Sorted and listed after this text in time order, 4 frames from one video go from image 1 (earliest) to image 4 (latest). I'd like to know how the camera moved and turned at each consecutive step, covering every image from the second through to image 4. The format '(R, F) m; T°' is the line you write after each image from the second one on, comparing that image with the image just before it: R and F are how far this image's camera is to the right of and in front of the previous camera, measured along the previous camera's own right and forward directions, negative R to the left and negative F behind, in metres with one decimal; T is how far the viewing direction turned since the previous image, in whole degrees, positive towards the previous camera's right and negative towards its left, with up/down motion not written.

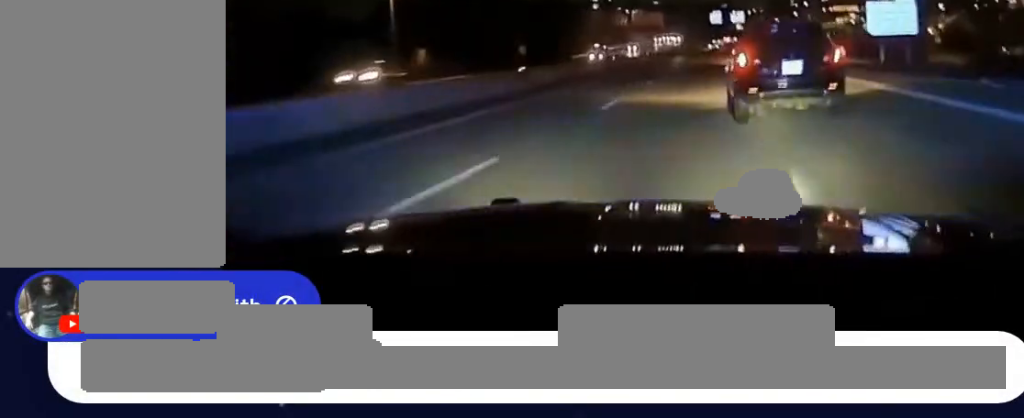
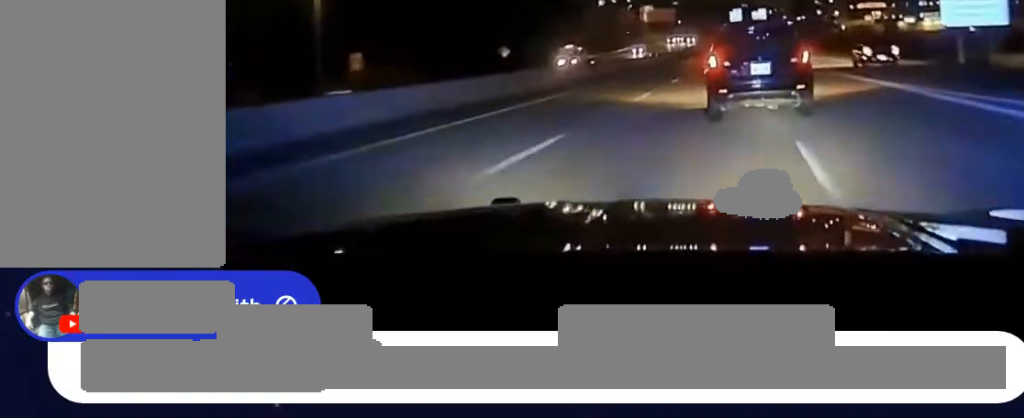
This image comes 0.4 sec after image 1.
(-1.0, +21.7) m; -1°
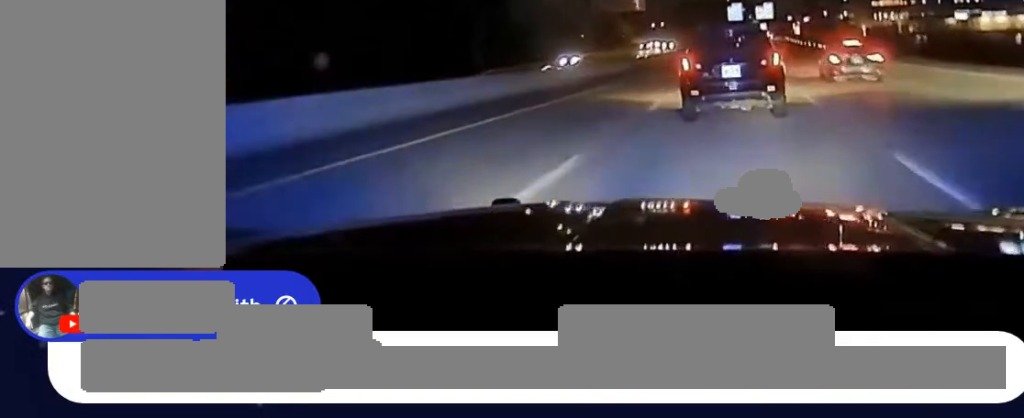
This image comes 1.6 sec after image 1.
(-1.3, +60.3) m; -1°
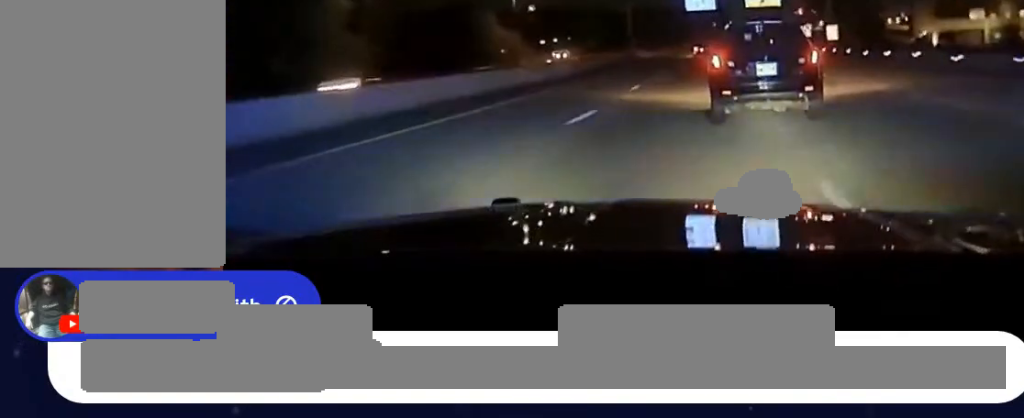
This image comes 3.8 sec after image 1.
(+2.4, +137.9) m; +2°
